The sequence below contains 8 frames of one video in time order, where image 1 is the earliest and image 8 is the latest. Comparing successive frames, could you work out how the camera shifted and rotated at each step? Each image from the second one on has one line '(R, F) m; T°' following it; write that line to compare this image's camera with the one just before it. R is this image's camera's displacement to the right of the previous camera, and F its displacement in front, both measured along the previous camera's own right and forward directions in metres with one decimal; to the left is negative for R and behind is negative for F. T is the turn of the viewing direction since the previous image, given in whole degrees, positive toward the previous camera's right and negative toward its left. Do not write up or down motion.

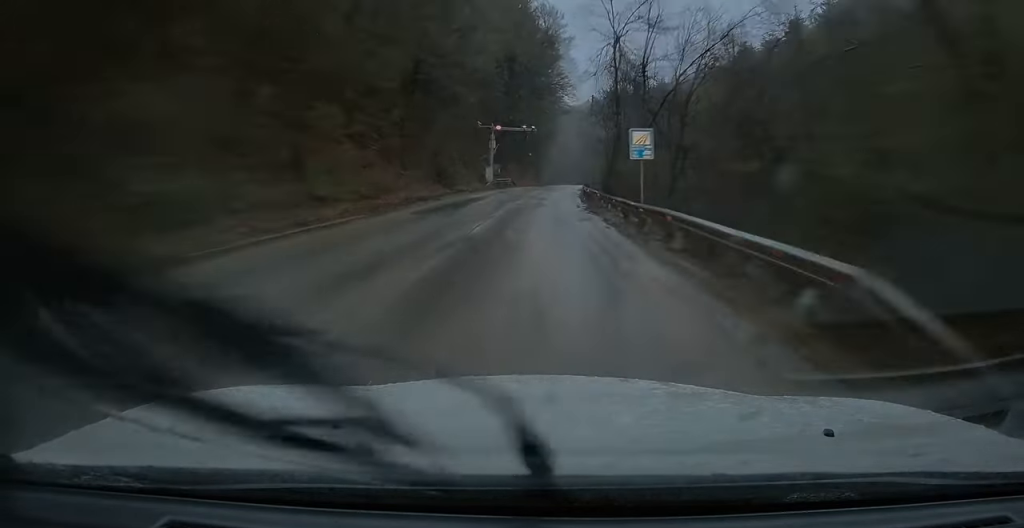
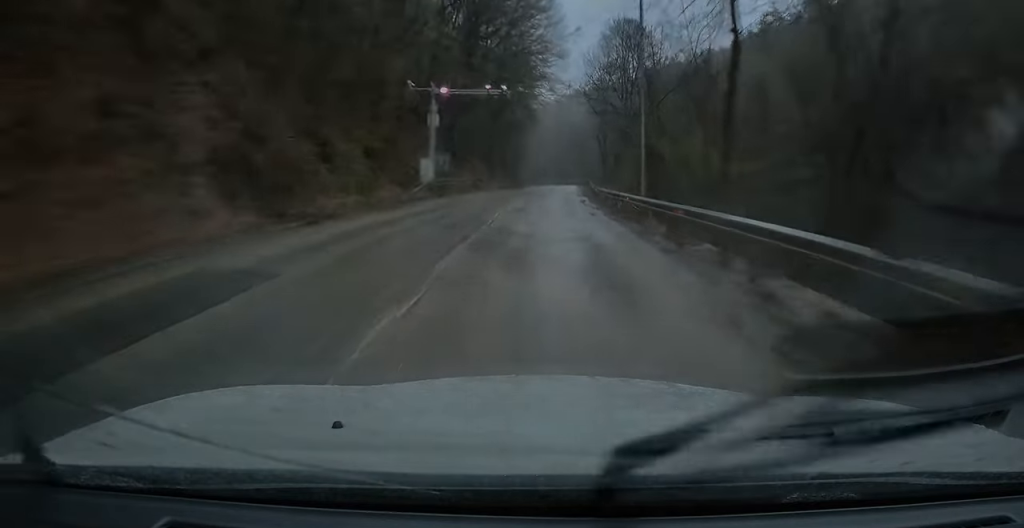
(+0.4, +27.5) m; +1°
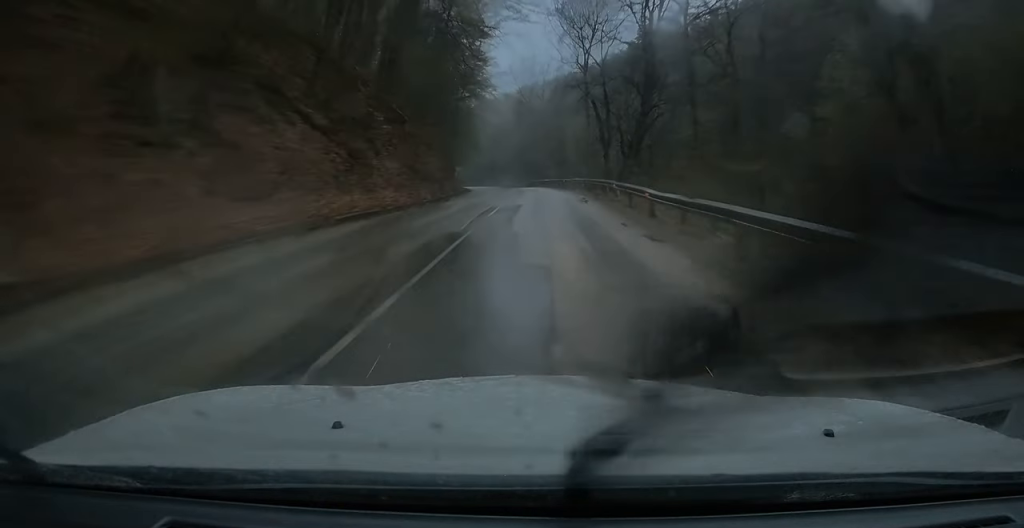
(-0.1, +41.3) m; +1°
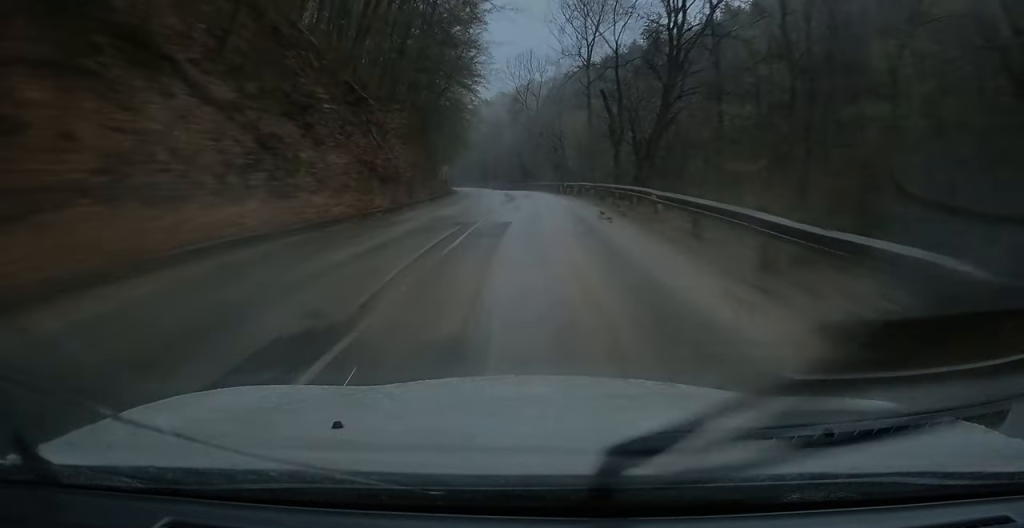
(0.0, +8.4) m; 0°
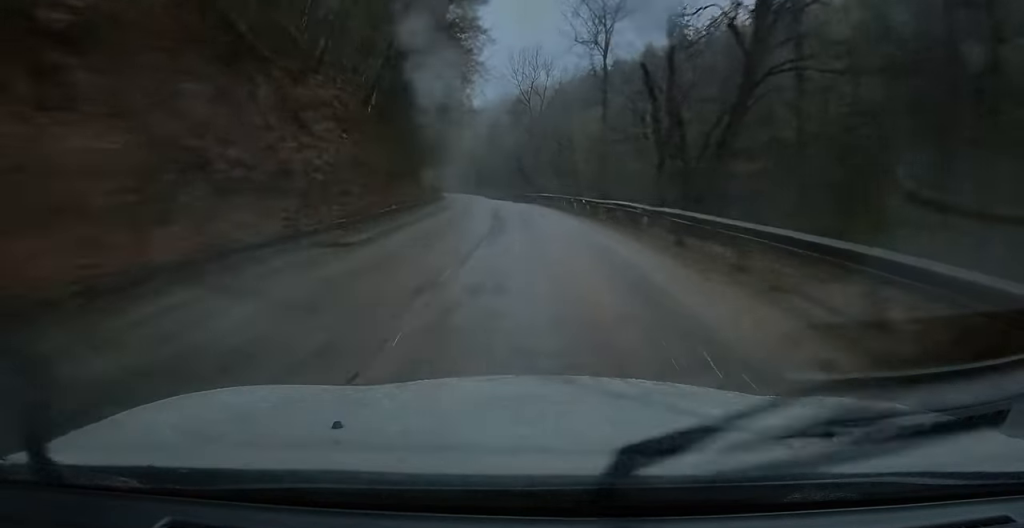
(0.0, +14.3) m; -1°
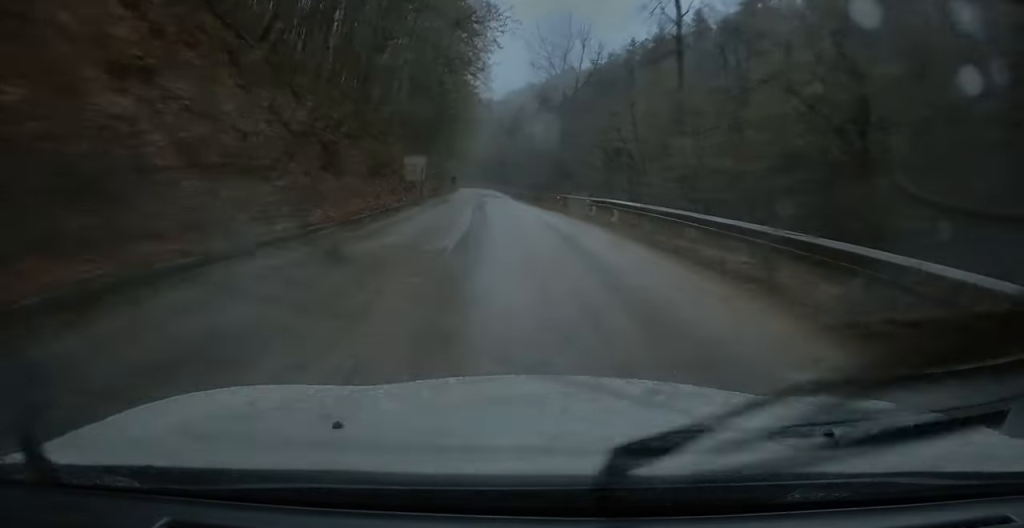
(-0.3, +24.1) m; -2°
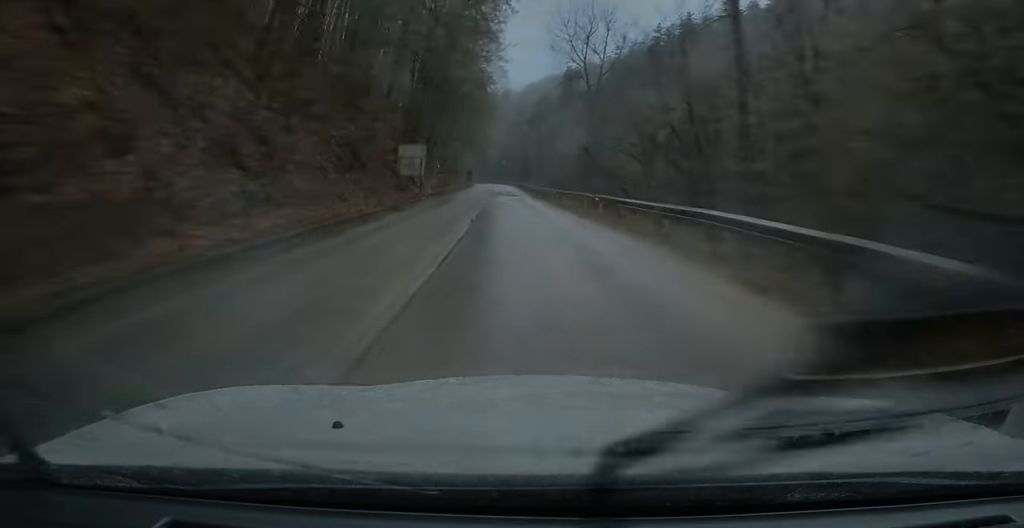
(+0.1, +9.4) m; -1°
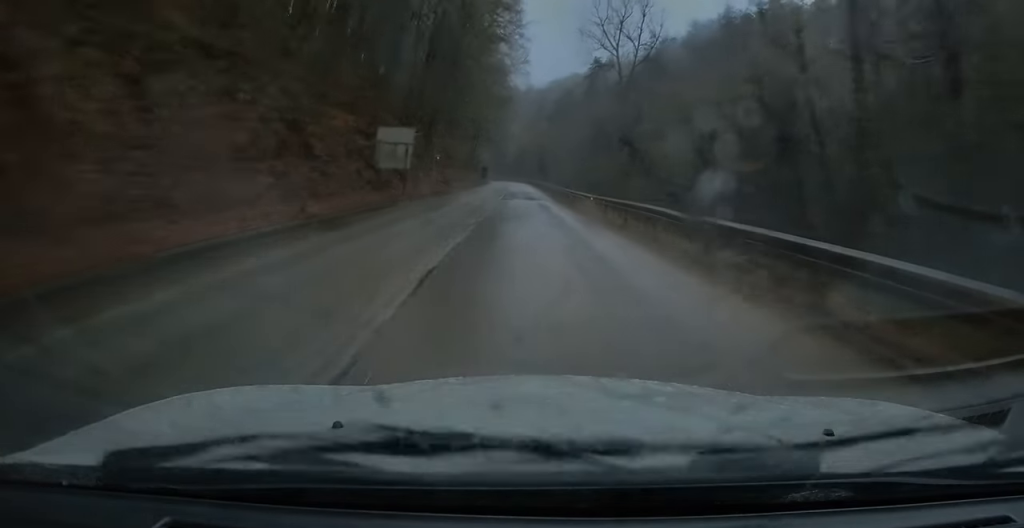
(-0.4, +11.3) m; -1°
